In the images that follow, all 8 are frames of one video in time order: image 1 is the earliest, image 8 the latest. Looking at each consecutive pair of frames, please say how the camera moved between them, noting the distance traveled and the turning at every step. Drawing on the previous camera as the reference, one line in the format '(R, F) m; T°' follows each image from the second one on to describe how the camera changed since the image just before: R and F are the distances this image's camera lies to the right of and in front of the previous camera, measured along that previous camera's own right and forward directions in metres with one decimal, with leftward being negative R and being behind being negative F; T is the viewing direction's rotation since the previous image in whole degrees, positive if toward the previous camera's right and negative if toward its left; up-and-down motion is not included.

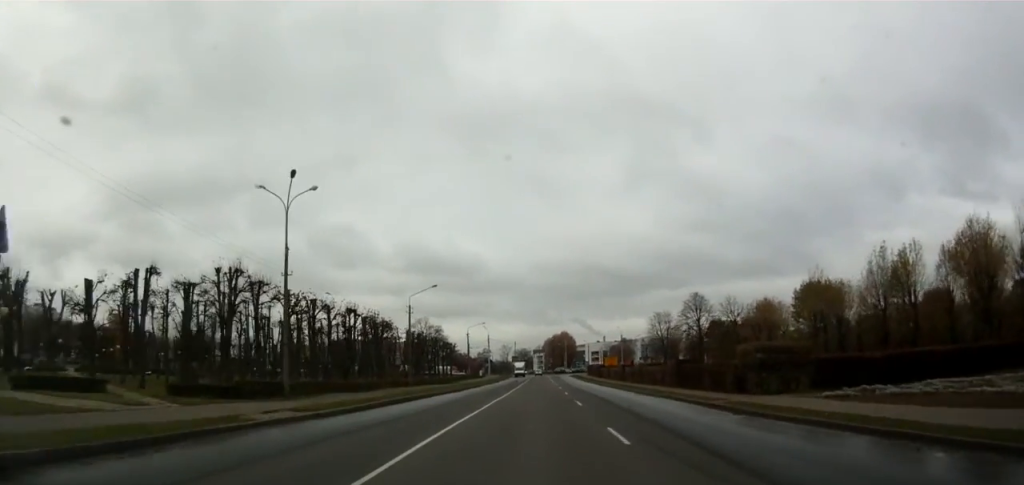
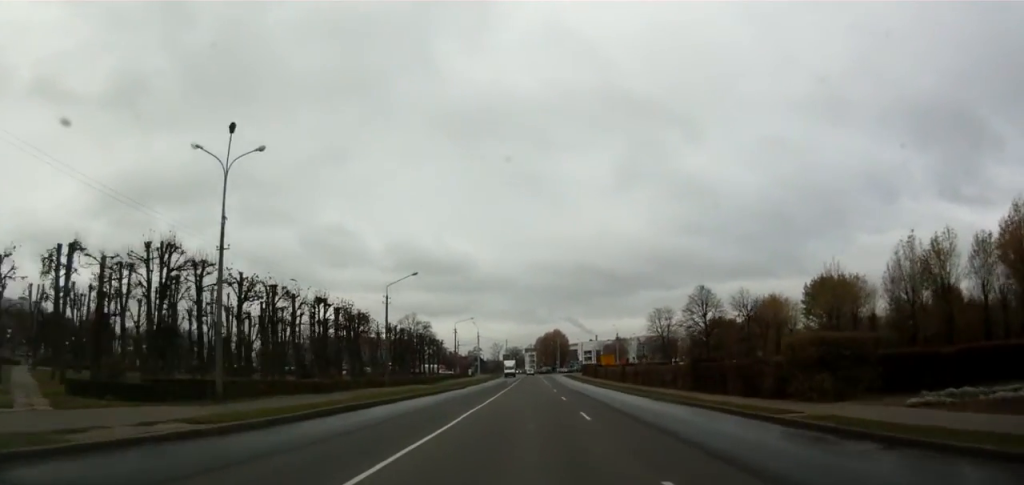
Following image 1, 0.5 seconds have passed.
(0.0, +6.3) m; 0°
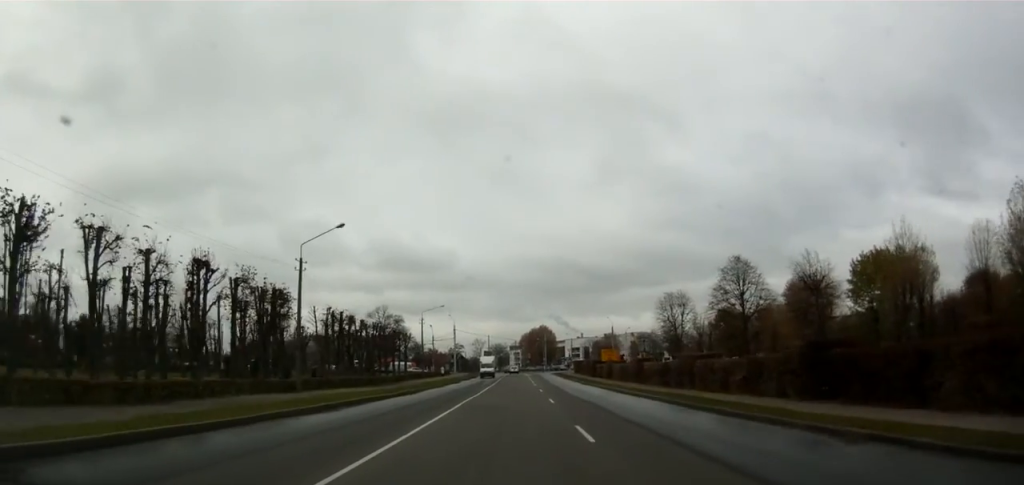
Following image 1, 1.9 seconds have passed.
(0.0, +18.2) m; +2°
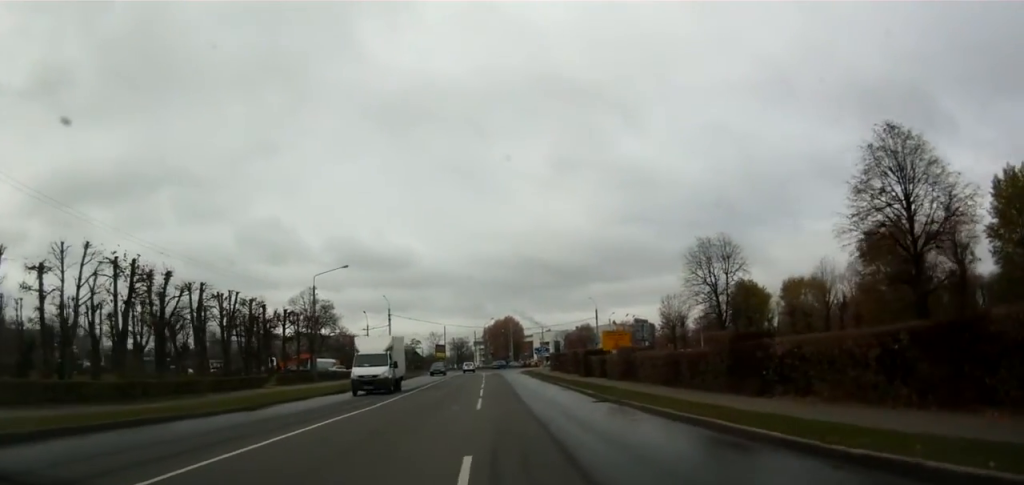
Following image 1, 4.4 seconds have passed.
(+0.3, +31.1) m; +1°
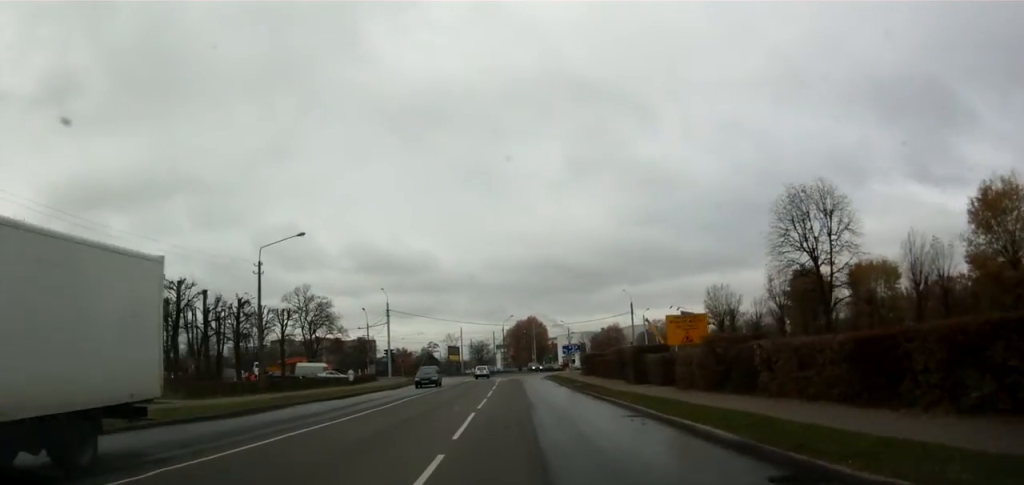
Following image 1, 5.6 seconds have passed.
(+0.3, +15.1) m; -1°
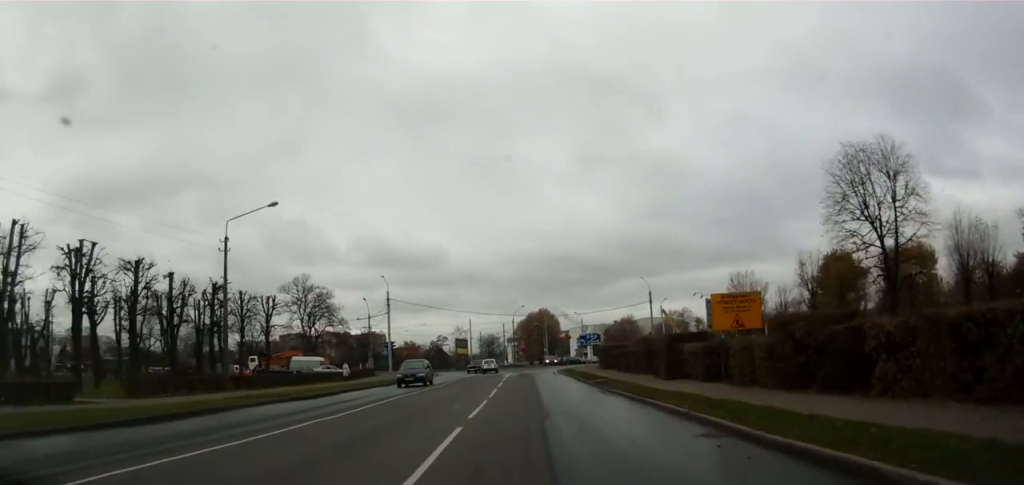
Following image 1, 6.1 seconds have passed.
(-0.1, +5.7) m; -1°
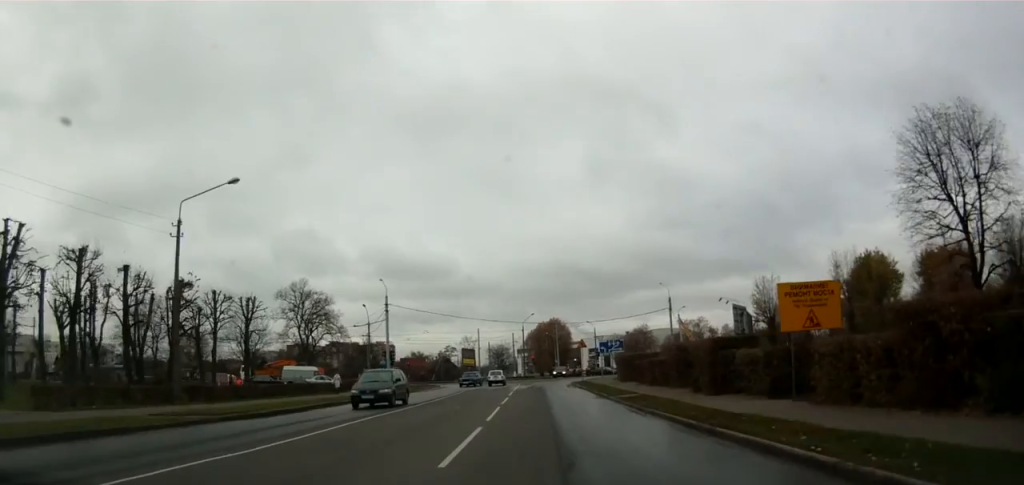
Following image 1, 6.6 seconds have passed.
(-0.2, +6.1) m; -1°
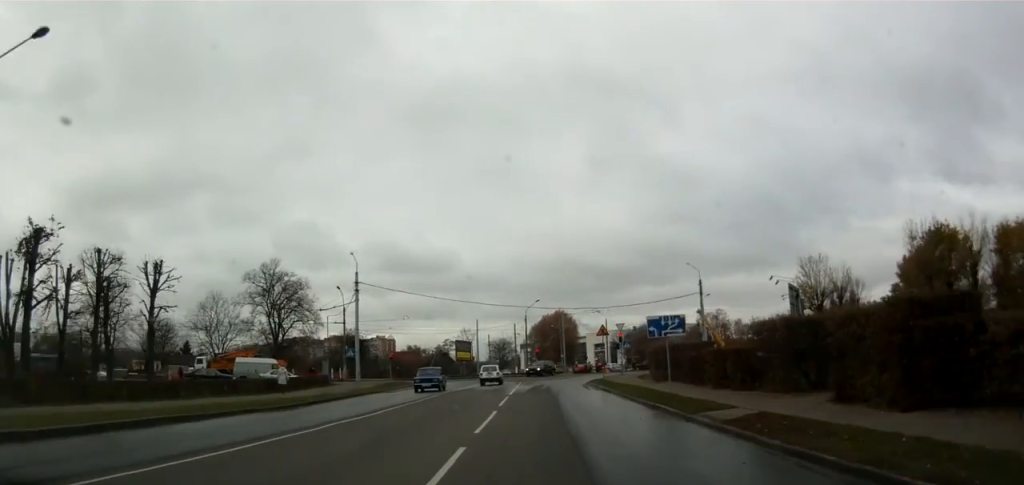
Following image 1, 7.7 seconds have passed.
(-0.2, +13.0) m; +2°
